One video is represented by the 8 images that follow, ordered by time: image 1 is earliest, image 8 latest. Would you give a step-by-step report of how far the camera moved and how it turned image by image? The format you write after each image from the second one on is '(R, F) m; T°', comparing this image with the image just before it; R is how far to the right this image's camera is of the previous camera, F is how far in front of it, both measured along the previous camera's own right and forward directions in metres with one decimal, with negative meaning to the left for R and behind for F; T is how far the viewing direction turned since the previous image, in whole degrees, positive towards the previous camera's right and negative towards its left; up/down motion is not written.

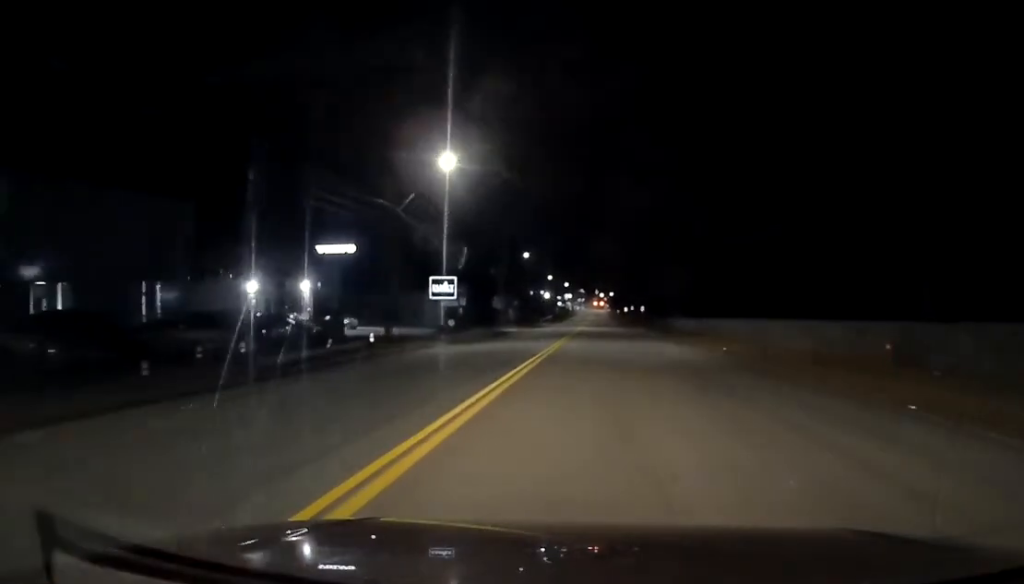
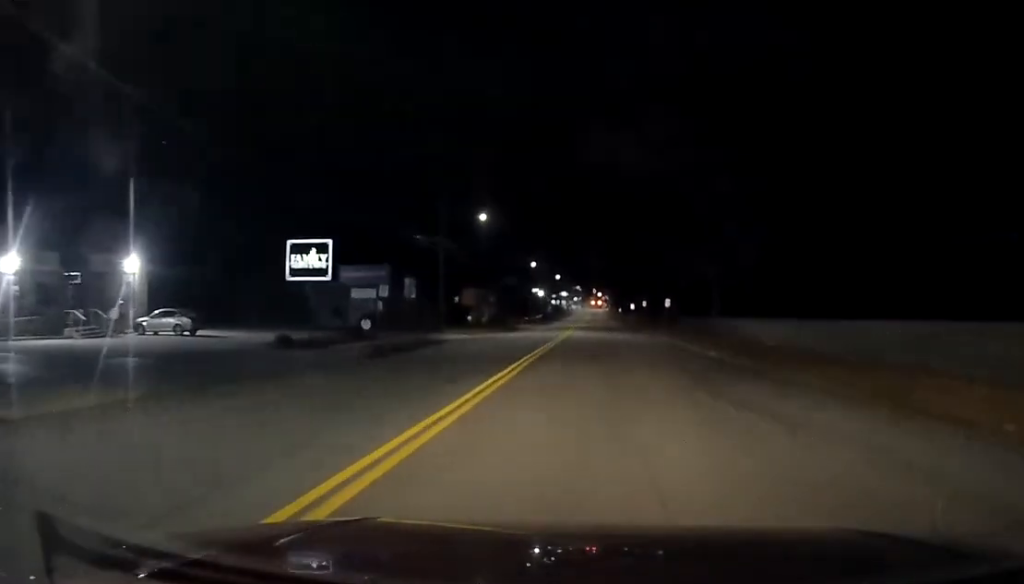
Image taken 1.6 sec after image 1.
(+0.6, +27.9) m; 0°
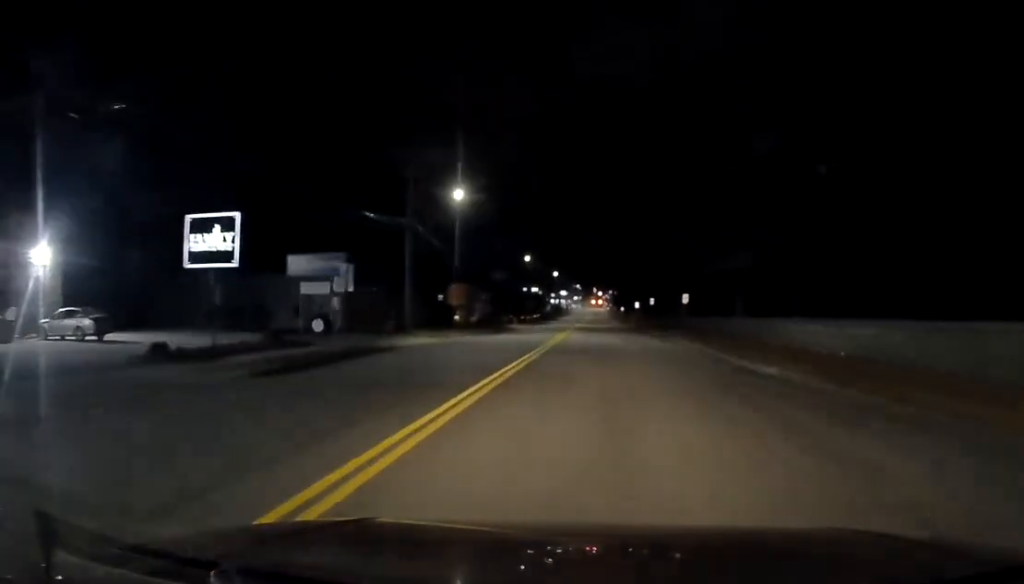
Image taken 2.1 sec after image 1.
(-0.1, +8.8) m; -1°
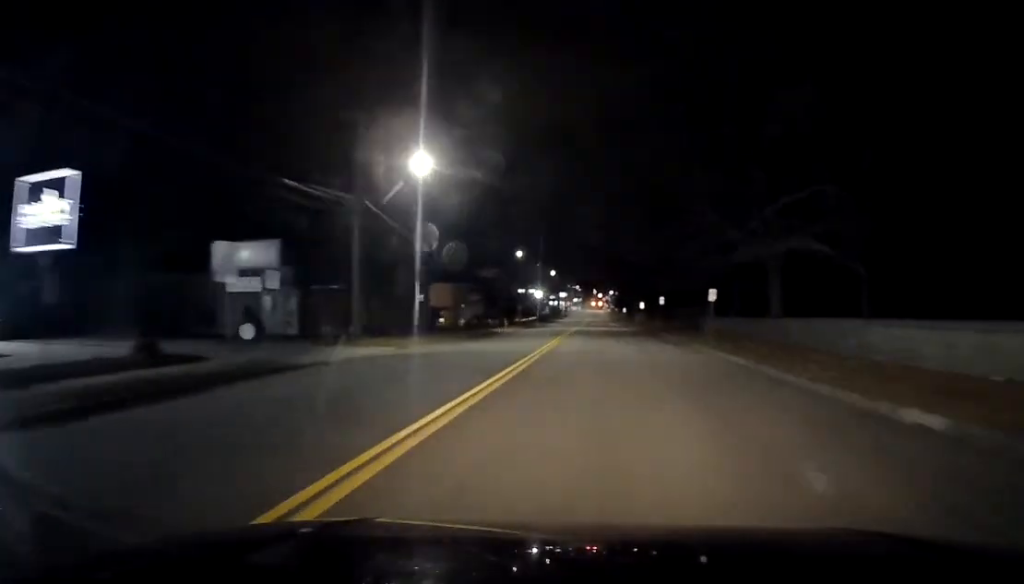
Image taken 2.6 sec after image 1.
(0.0, +9.5) m; 0°
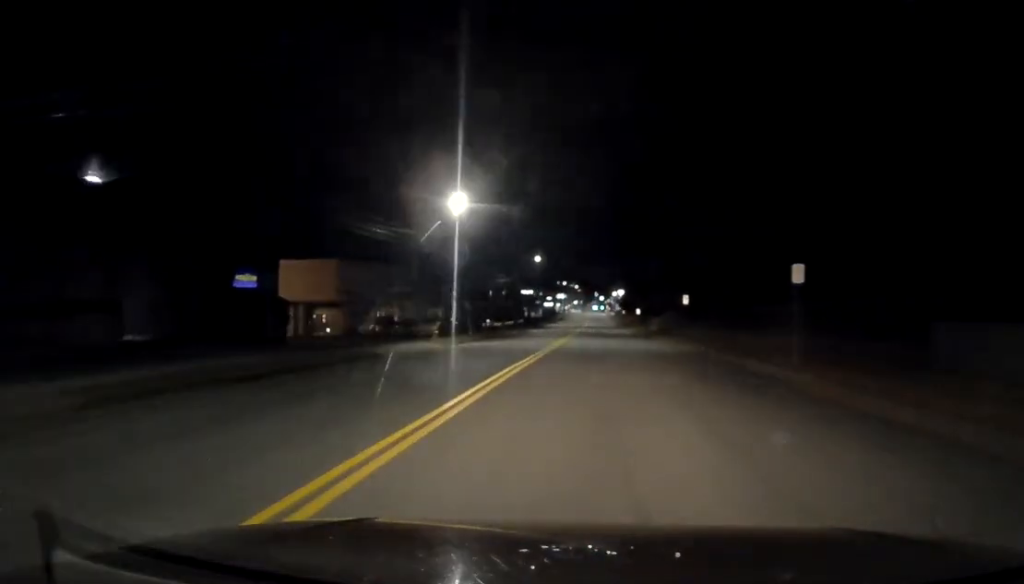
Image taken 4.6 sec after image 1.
(+0.2, +34.1) m; 0°
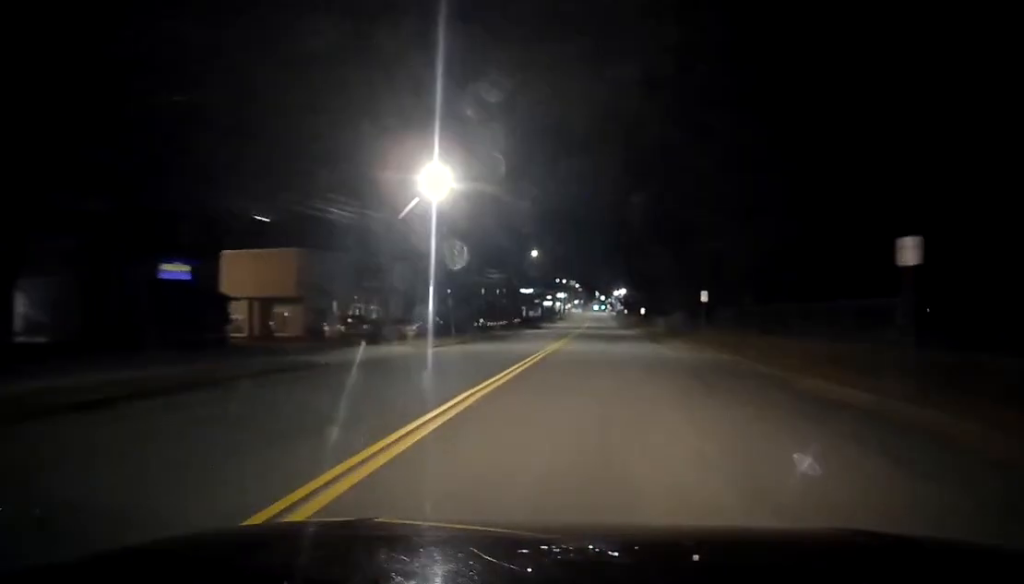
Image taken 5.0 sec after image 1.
(0.0, +7.0) m; 0°
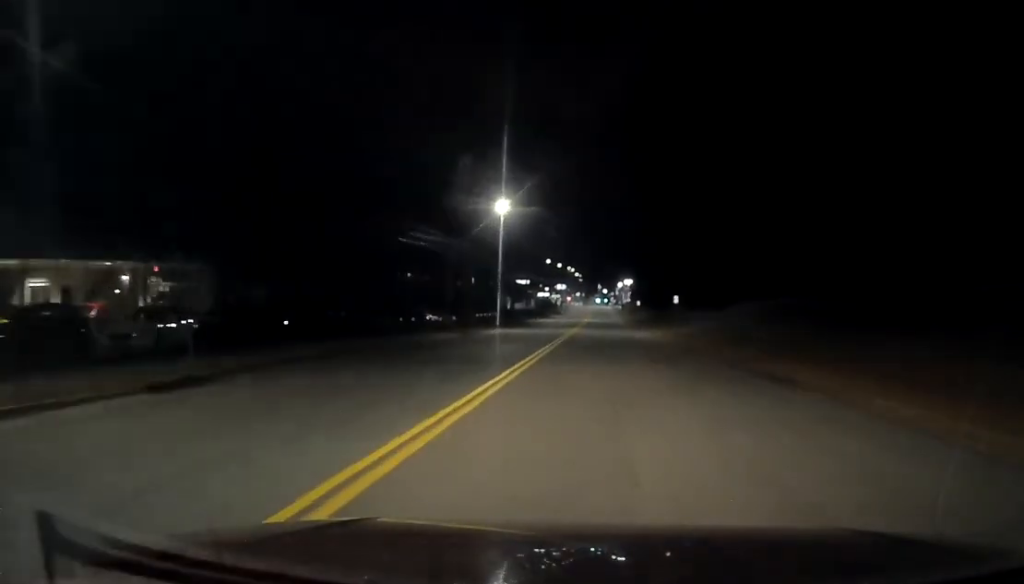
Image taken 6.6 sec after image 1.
(+0.3, +28.6) m; +1°
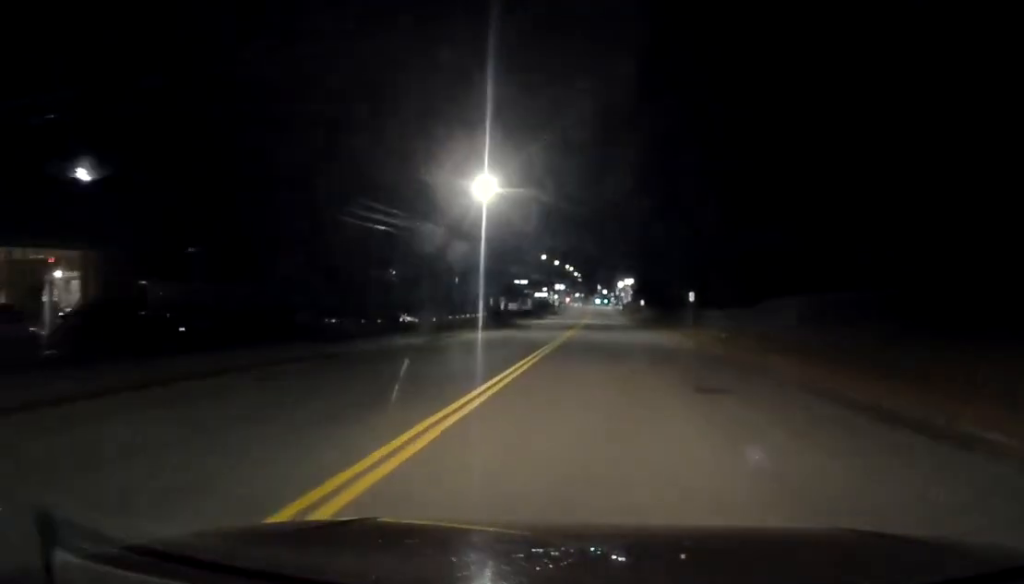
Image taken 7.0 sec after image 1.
(+0.2, +7.7) m; 0°
